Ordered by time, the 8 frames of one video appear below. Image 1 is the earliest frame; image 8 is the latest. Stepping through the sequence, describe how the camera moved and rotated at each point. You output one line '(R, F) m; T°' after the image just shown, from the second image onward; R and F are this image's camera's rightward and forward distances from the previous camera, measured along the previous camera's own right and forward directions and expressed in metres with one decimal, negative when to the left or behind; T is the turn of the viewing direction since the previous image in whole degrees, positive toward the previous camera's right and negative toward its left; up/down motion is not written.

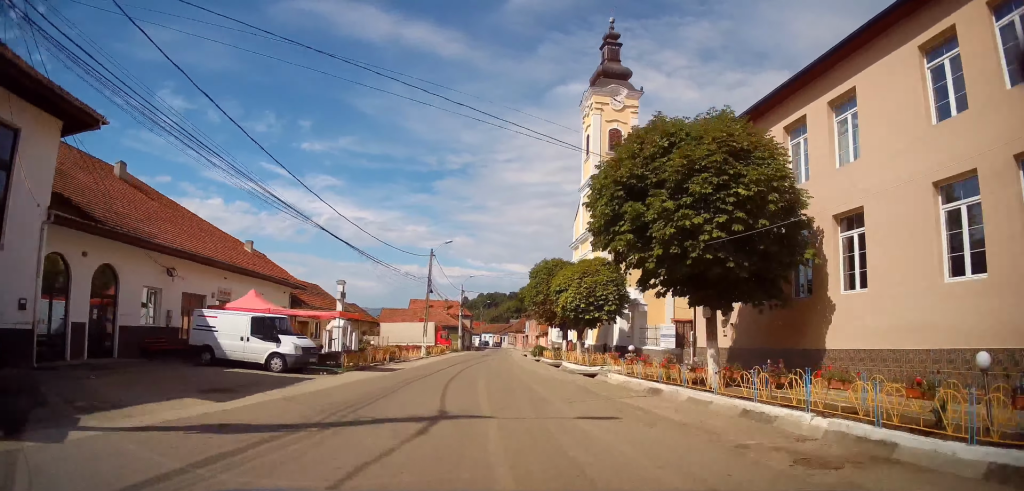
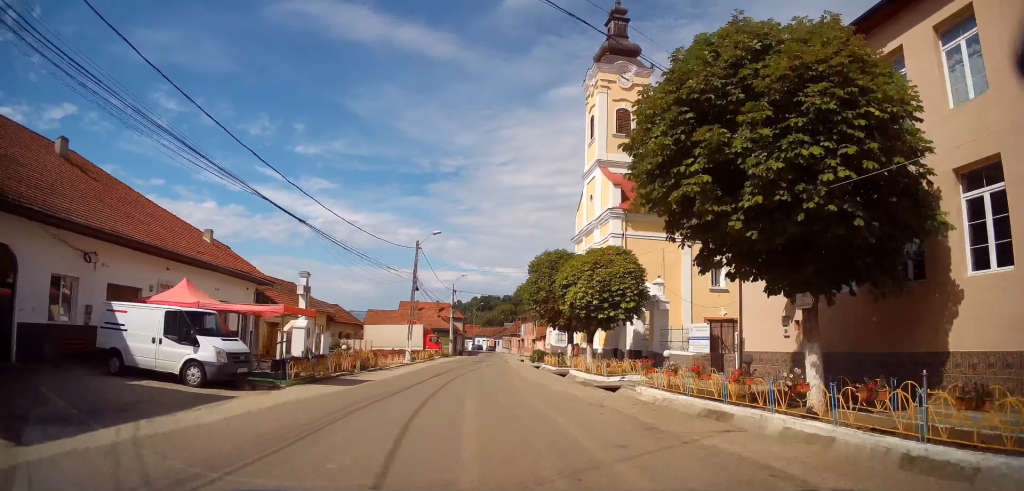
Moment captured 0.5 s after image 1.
(0.0, +4.9) m; 0°
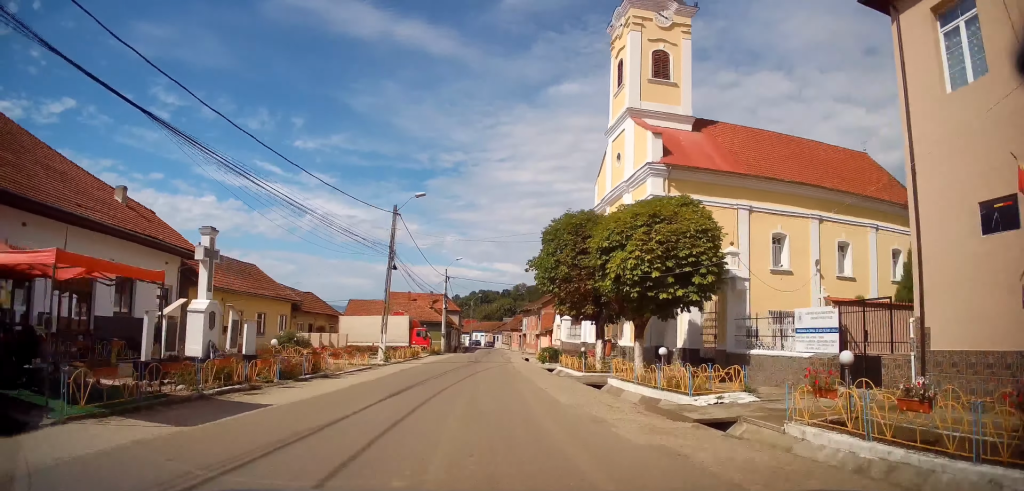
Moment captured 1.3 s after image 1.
(+0.2, +8.6) m; 0°
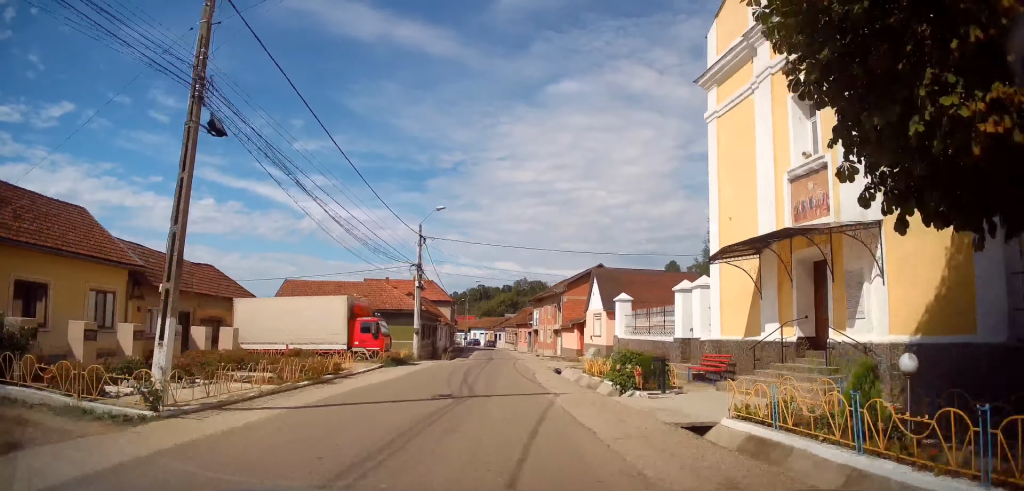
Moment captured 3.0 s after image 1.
(+0.2, +20.1) m; +2°
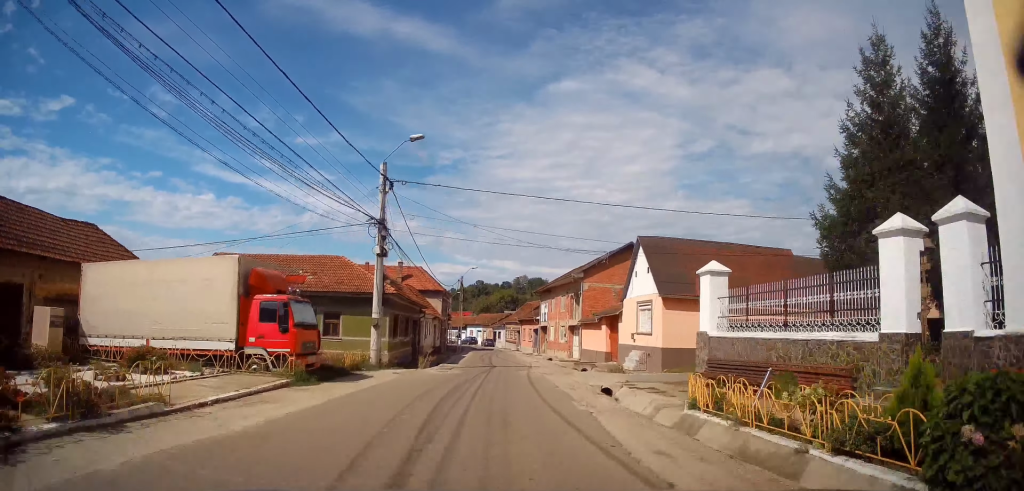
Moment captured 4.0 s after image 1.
(0.0, +11.7) m; -1°
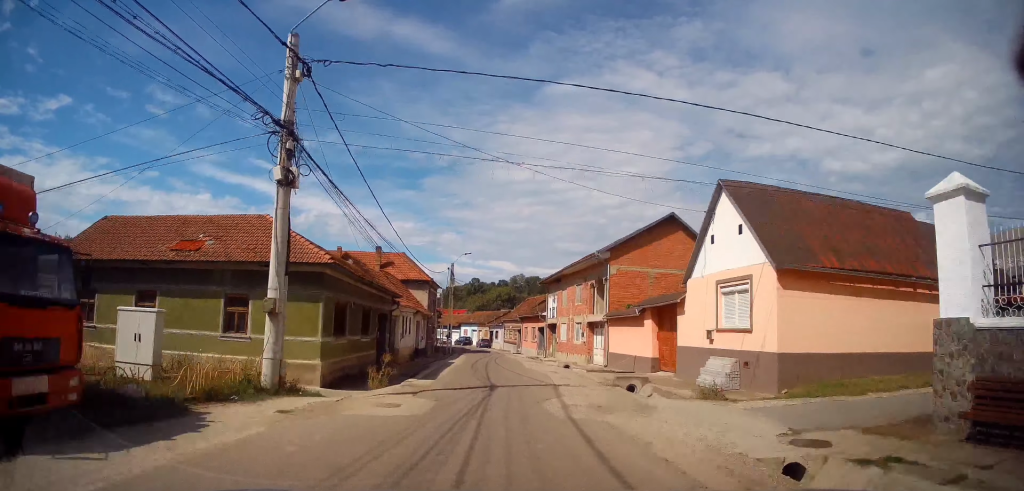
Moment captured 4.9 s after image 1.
(-0.2, +10.2) m; +1°
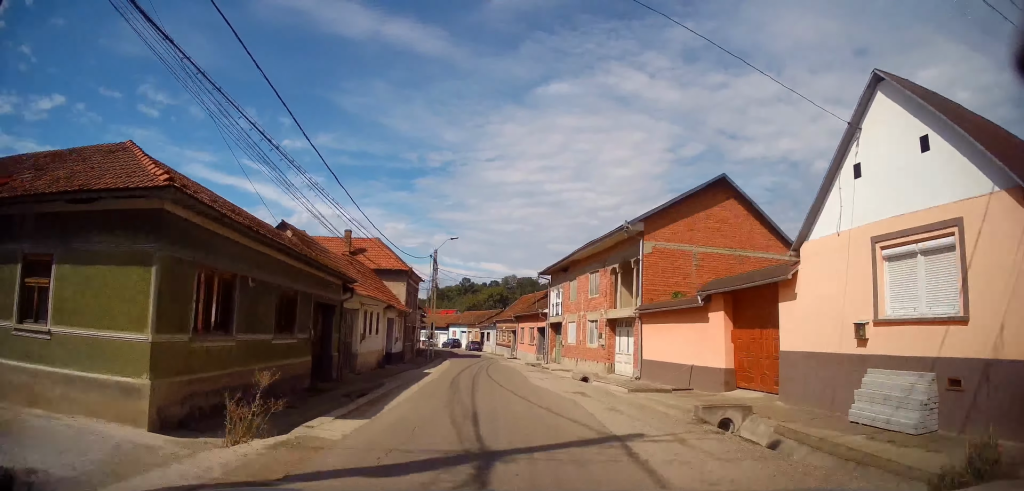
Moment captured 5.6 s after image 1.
(+0.1, +8.3) m; +1°
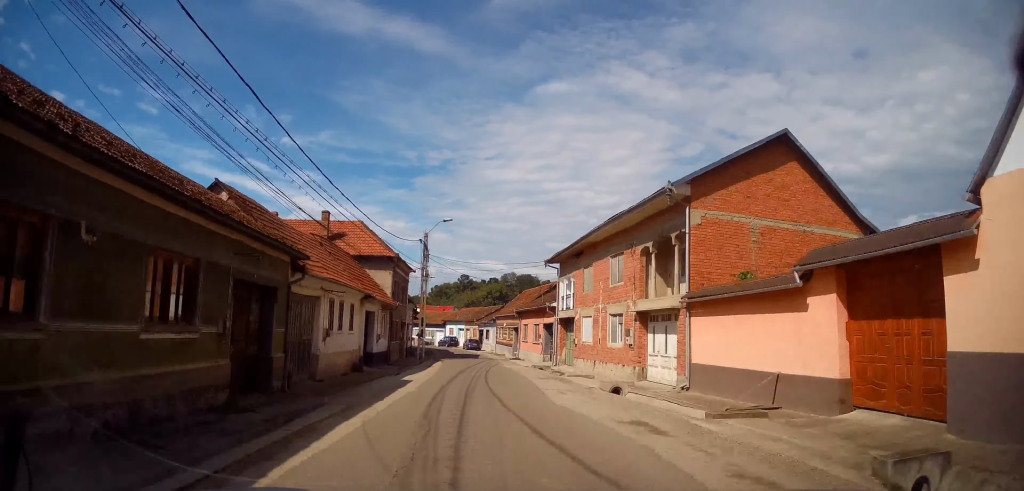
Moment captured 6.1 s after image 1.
(+0.3, +5.5) m; +1°
